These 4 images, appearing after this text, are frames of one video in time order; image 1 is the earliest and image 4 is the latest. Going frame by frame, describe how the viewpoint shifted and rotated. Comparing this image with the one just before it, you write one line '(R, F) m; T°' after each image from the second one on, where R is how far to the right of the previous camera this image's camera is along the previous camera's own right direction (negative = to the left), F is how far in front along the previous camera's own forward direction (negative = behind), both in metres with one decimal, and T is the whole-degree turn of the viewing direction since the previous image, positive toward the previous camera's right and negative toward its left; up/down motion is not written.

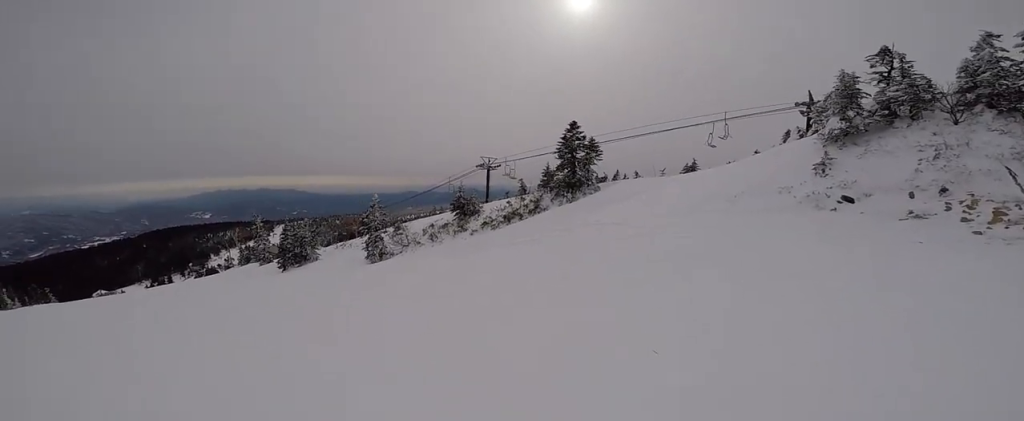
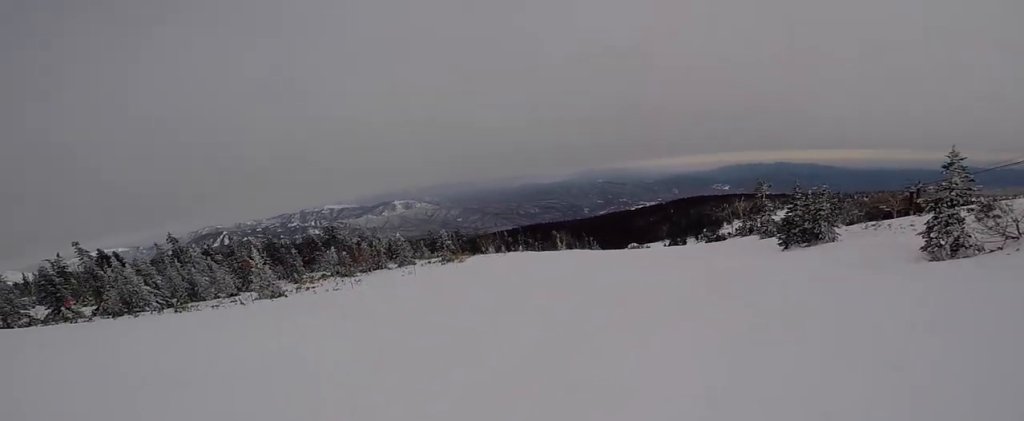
(-5.8, +9.6) m; -58°
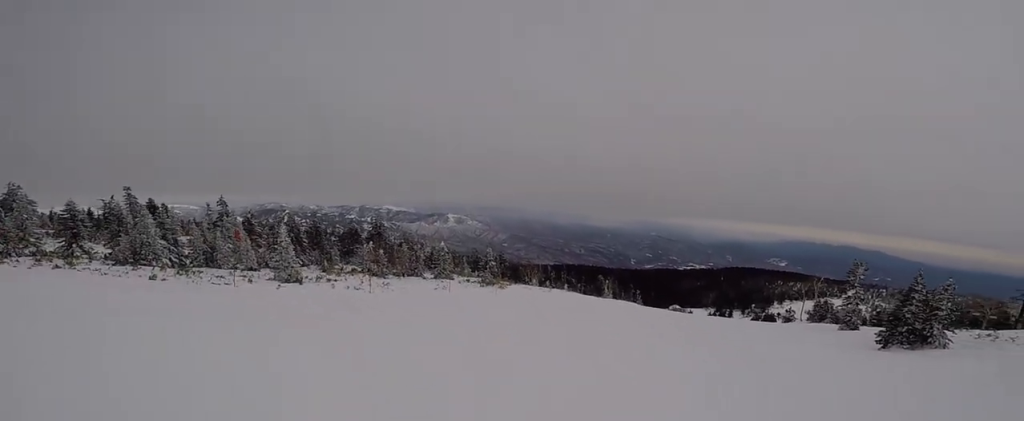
(-1.2, +5.9) m; -9°
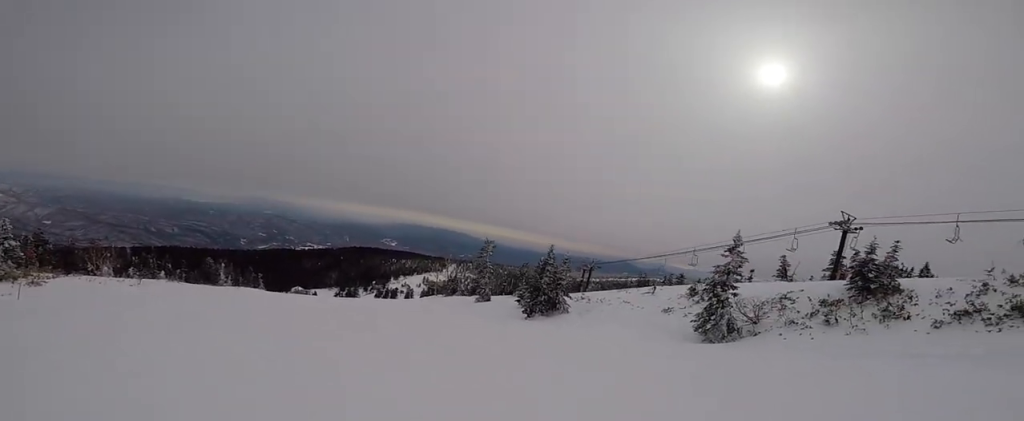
(+3.3, +7.3) m; +53°
